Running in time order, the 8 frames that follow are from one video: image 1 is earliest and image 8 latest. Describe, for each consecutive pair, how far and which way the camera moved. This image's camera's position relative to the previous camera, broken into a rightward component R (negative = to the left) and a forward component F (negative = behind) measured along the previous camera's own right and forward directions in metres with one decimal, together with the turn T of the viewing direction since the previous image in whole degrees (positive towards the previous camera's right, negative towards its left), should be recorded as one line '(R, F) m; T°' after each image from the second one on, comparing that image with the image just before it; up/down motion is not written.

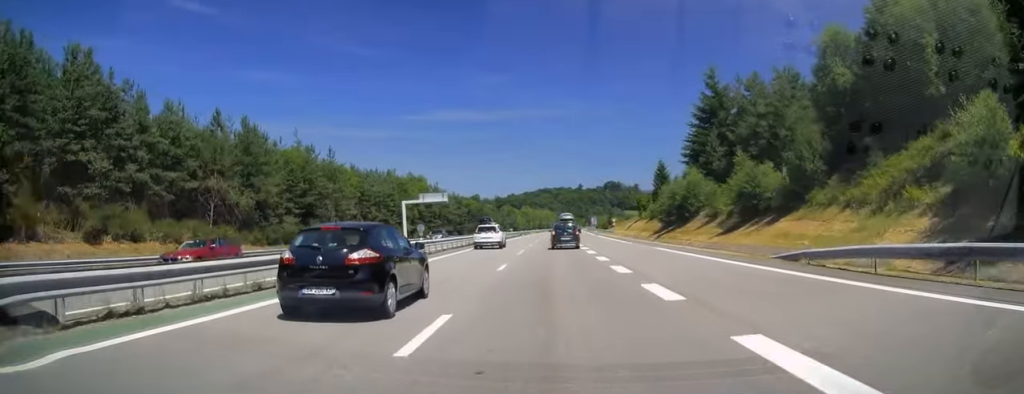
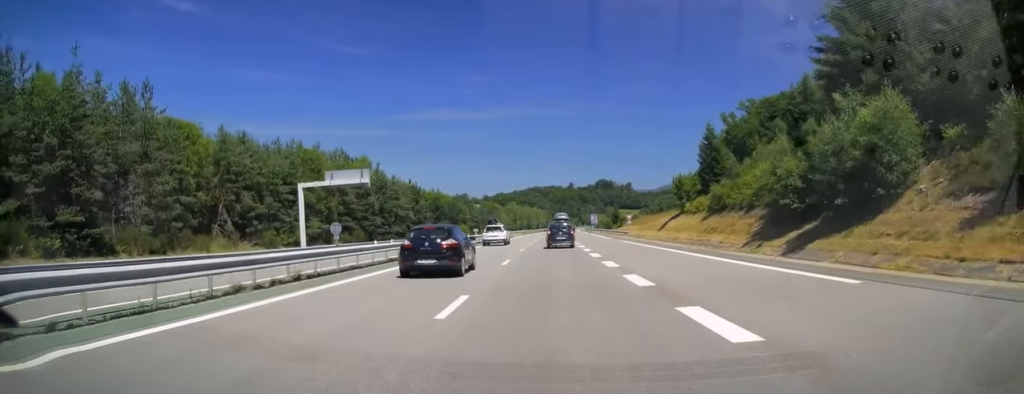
(+0.3, +36.3) m; 0°
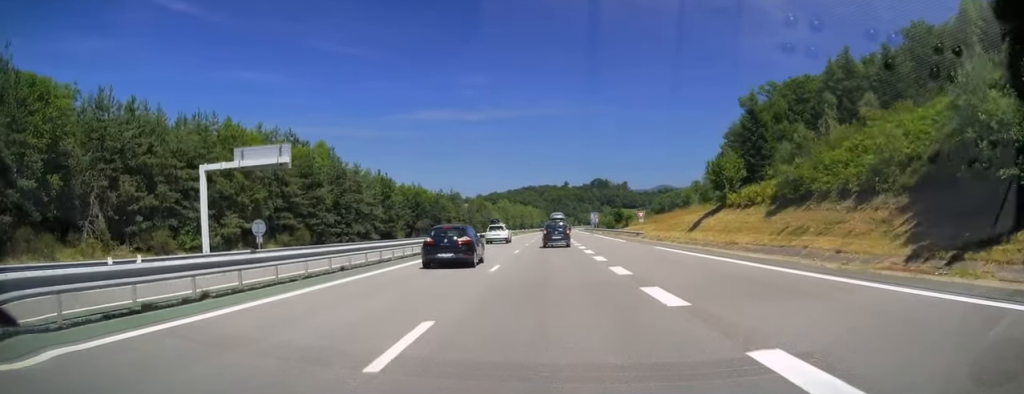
(-0.2, +16.4) m; 0°
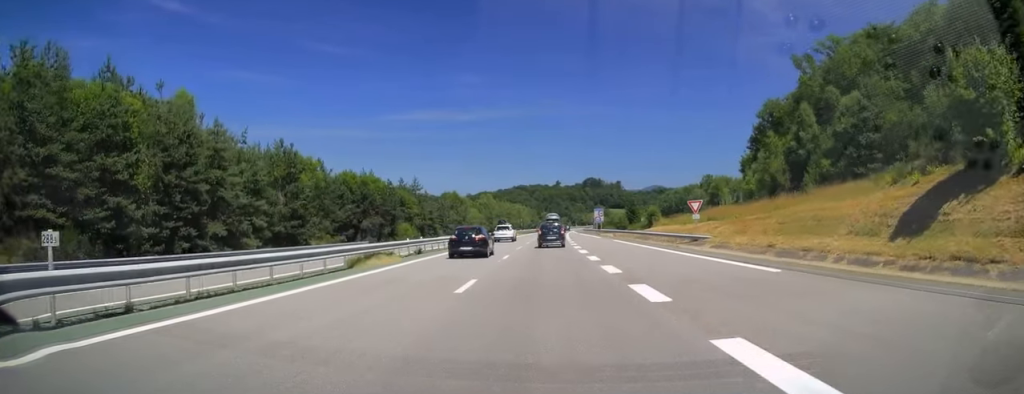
(+0.6, +31.8) m; +1°
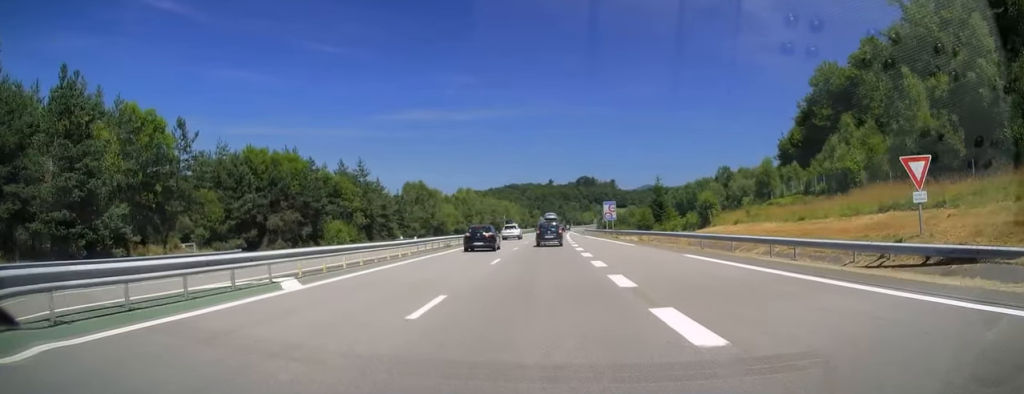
(-0.1, +29.8) m; 0°
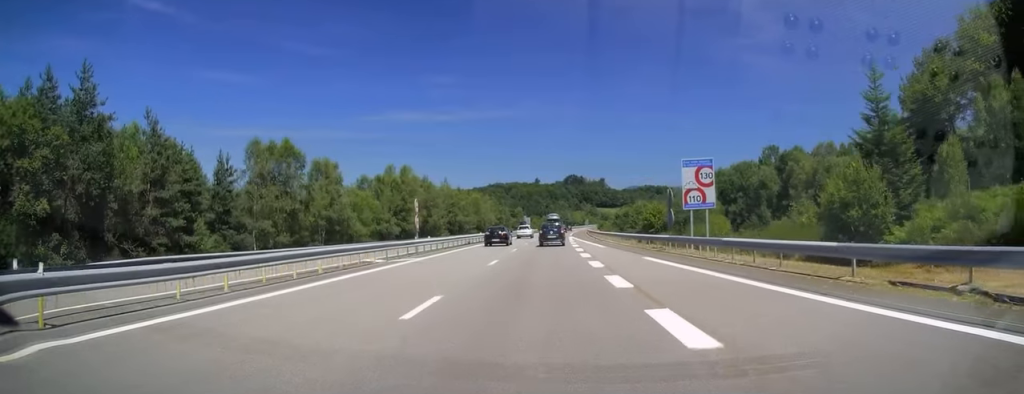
(+1.1, +52.0) m; +2°
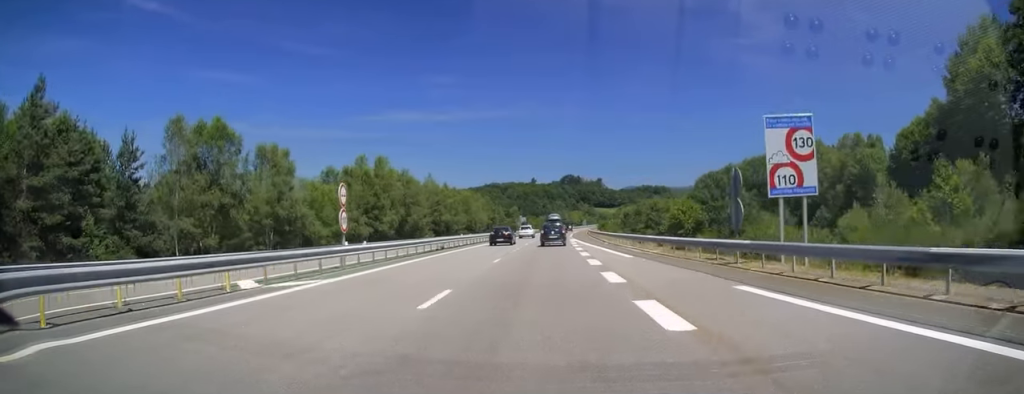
(+0.1, +11.9) m; 0°
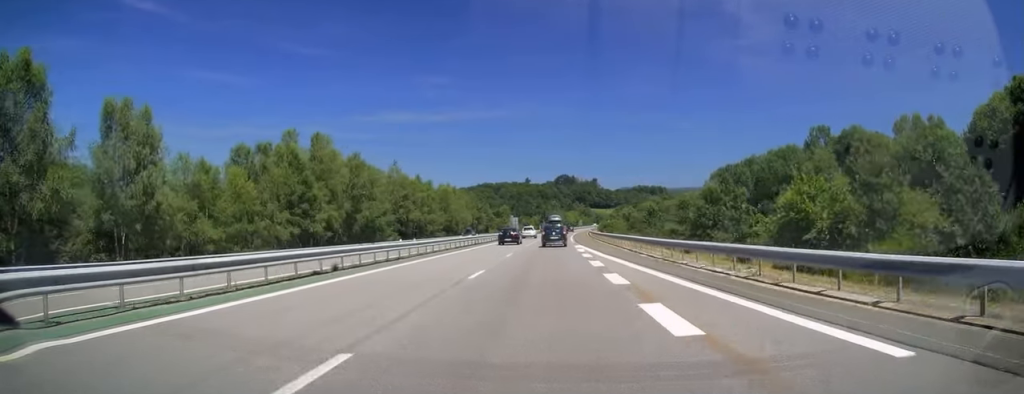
(+0.1, +19.8) m; 0°
